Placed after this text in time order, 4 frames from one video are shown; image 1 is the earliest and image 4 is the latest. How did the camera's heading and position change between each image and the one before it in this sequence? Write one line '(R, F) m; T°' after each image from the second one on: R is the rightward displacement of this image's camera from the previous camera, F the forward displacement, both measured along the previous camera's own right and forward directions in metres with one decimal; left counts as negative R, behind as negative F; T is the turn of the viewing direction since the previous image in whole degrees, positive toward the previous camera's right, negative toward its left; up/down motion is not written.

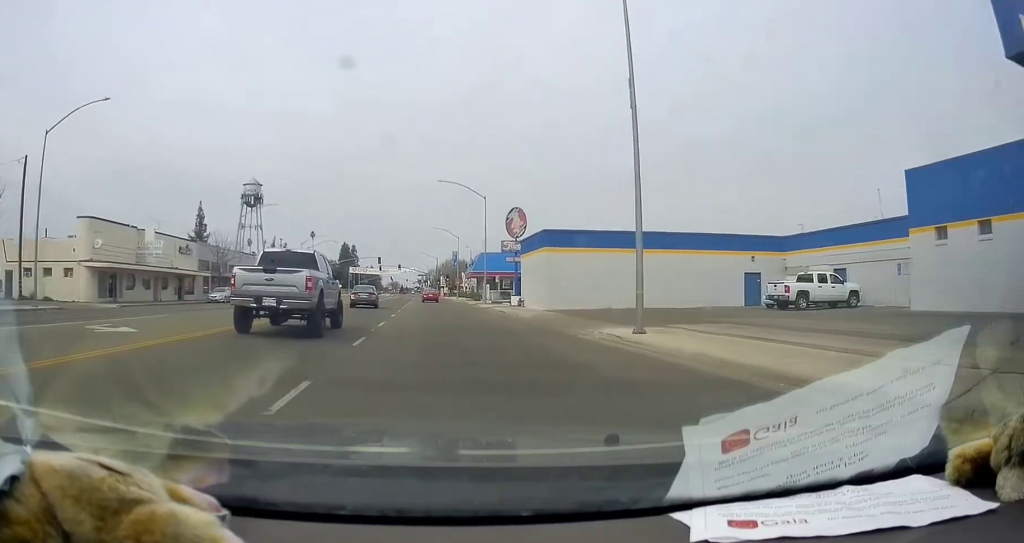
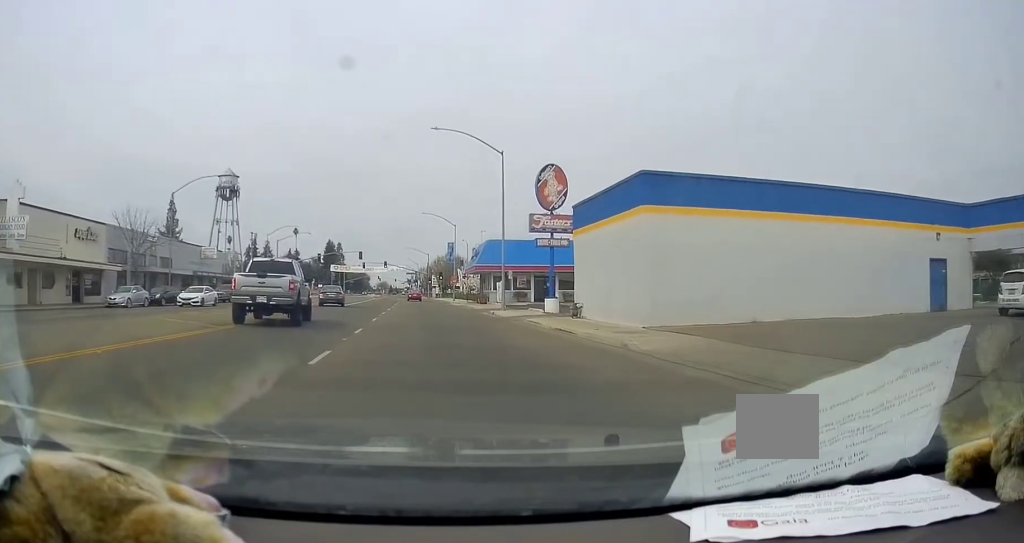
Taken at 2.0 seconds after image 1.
(0.0, +17.8) m; +1°
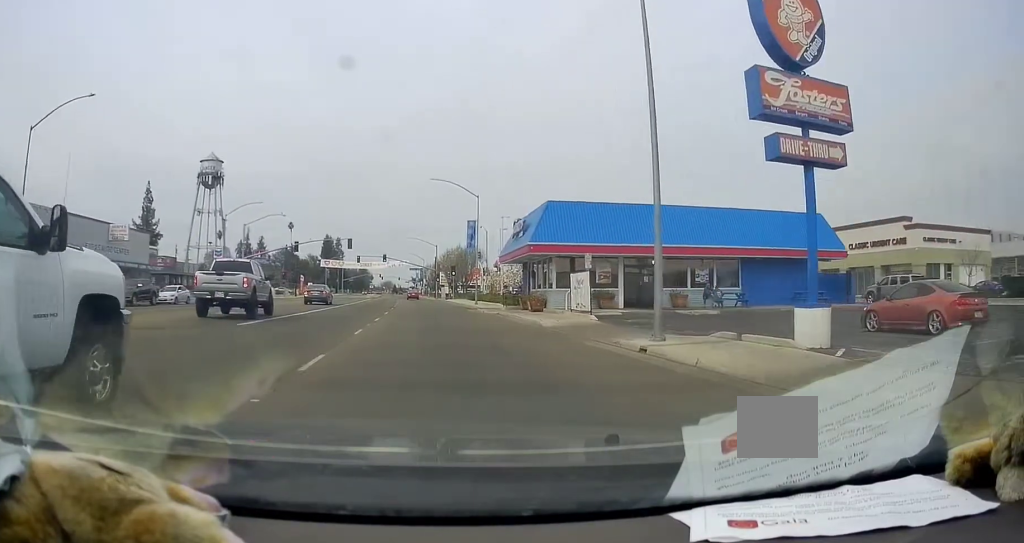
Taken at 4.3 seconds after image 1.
(+0.3, +22.5) m; +1°
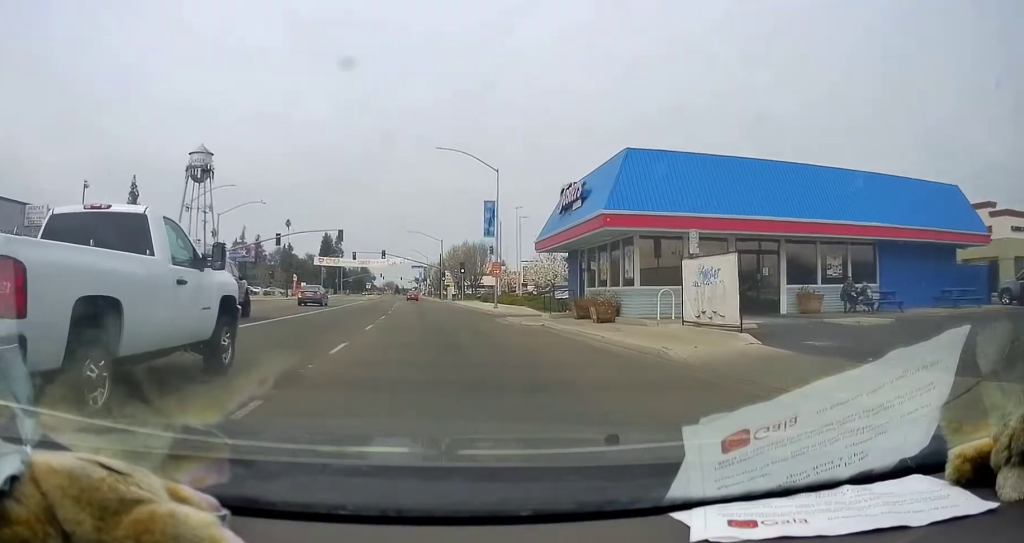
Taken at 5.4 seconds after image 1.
(-0.3, +11.5) m; -2°
